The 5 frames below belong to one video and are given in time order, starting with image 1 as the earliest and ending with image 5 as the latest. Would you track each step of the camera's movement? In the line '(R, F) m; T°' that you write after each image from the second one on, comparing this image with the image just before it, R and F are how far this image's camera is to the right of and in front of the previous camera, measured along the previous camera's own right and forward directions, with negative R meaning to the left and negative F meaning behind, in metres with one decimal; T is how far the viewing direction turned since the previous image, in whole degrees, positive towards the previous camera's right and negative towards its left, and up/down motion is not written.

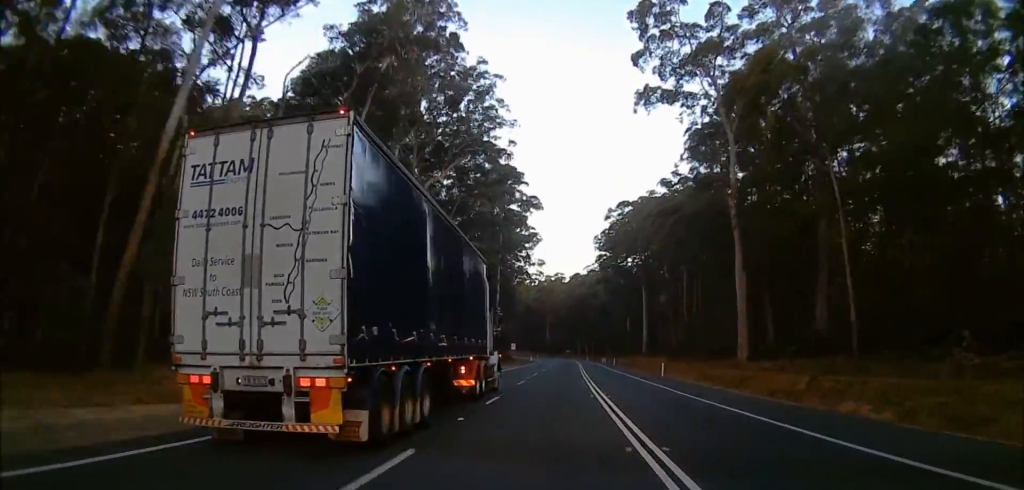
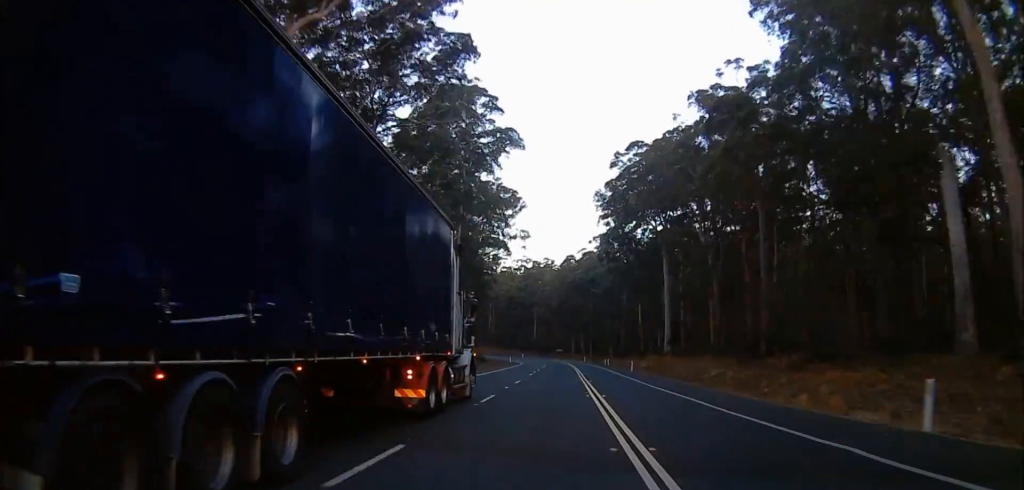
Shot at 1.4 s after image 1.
(-0.2, +36.2) m; 0°
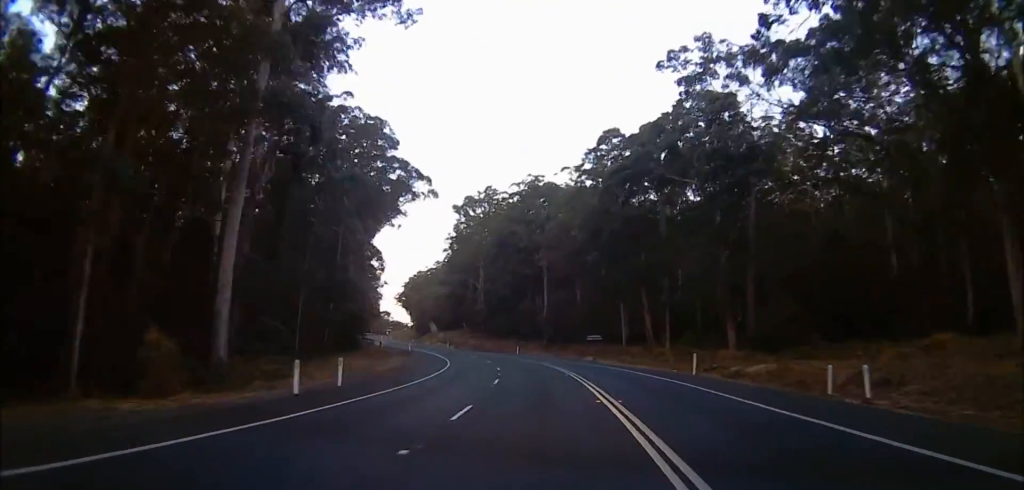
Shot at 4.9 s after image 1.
(-1.5, +88.4) m; -5°
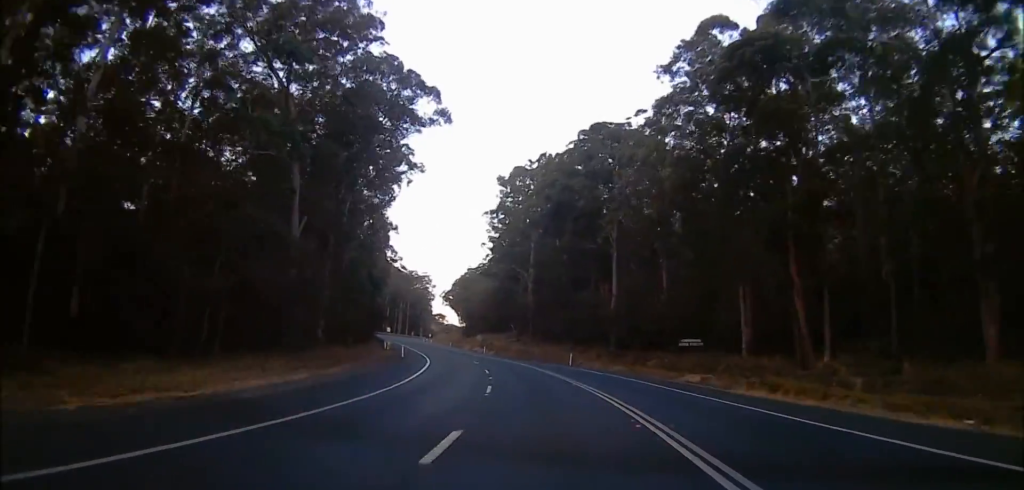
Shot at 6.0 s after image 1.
(-0.8, +29.5) m; -6°
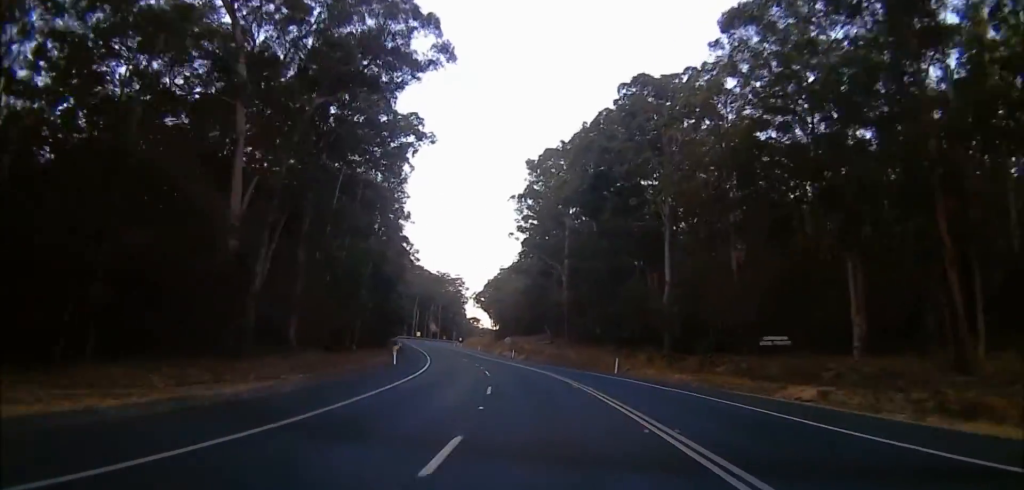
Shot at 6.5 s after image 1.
(+0.1, +12.9) m; -4°
